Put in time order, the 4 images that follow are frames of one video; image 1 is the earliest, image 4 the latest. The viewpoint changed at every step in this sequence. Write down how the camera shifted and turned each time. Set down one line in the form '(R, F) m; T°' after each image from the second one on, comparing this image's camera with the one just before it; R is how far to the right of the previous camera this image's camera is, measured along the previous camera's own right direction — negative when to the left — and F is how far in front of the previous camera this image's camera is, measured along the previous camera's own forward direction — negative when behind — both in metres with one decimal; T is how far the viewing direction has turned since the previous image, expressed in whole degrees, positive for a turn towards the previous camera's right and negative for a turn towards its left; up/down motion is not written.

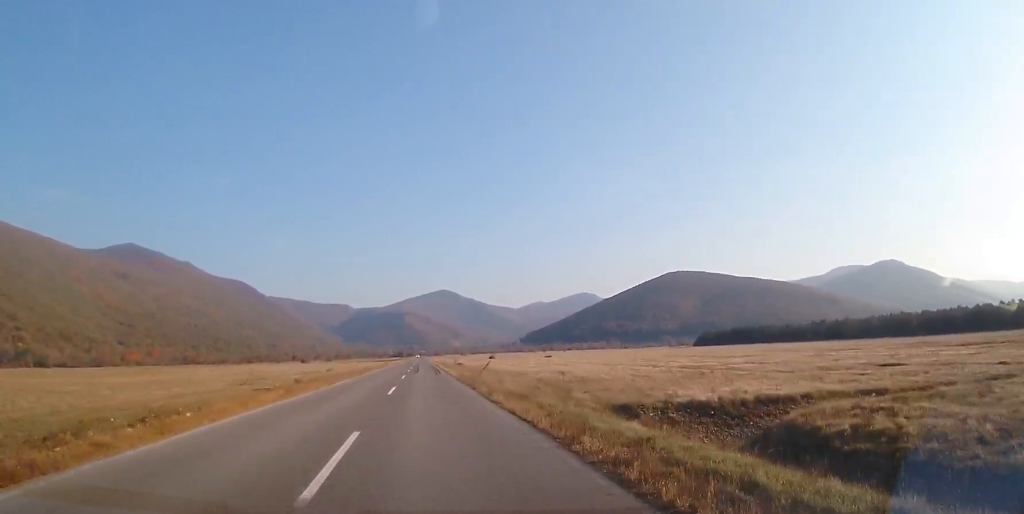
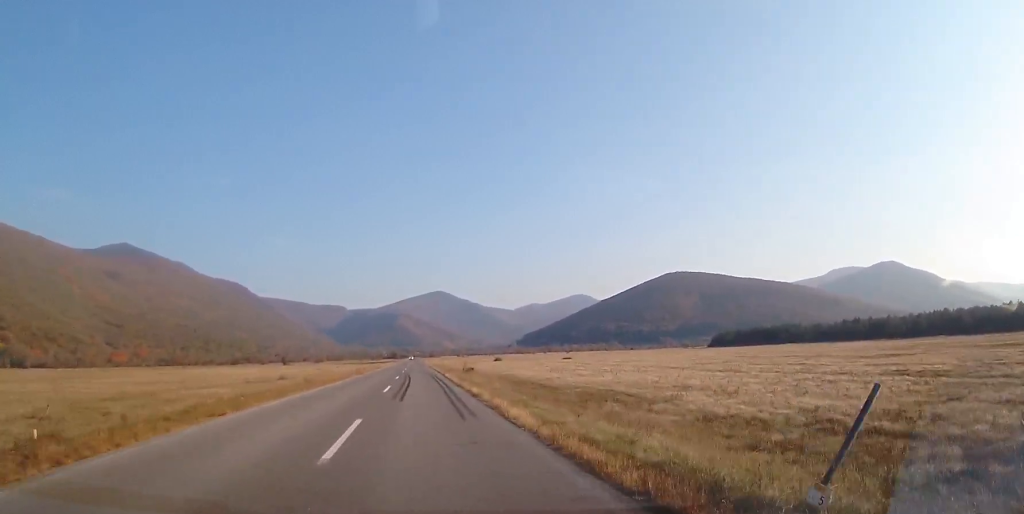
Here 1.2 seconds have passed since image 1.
(+0.3, +28.4) m; +1°
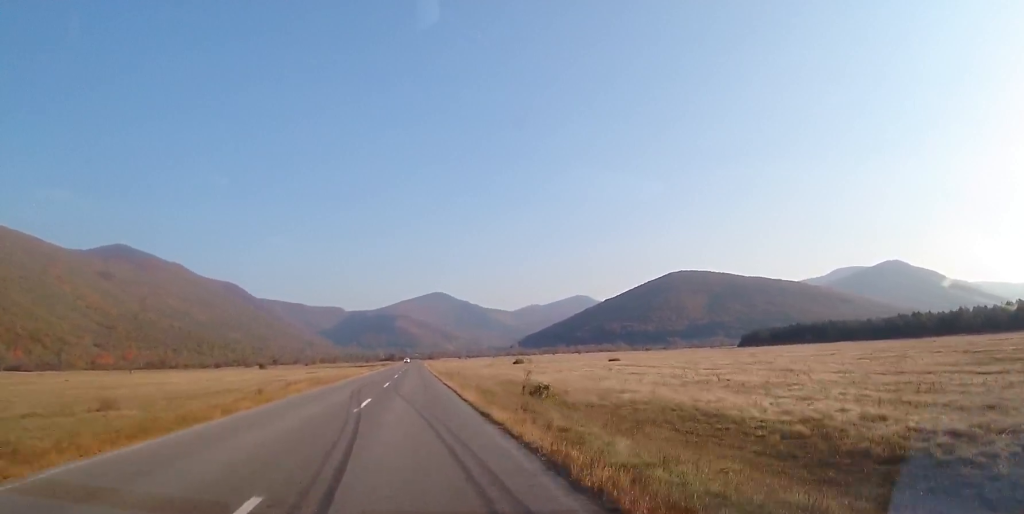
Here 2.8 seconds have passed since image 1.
(0.0, +37.1) m; 0°
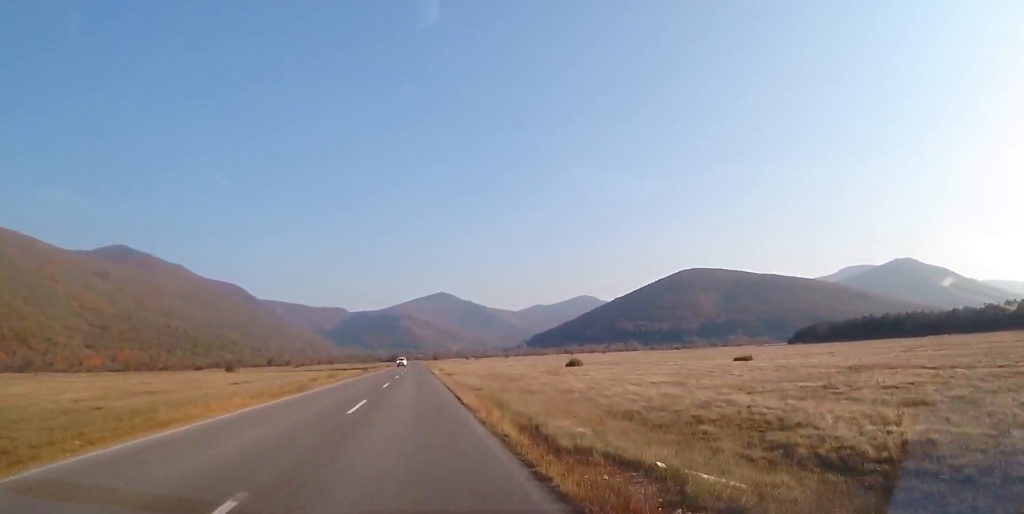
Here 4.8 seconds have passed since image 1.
(0.0, +45.2) m; +1°
